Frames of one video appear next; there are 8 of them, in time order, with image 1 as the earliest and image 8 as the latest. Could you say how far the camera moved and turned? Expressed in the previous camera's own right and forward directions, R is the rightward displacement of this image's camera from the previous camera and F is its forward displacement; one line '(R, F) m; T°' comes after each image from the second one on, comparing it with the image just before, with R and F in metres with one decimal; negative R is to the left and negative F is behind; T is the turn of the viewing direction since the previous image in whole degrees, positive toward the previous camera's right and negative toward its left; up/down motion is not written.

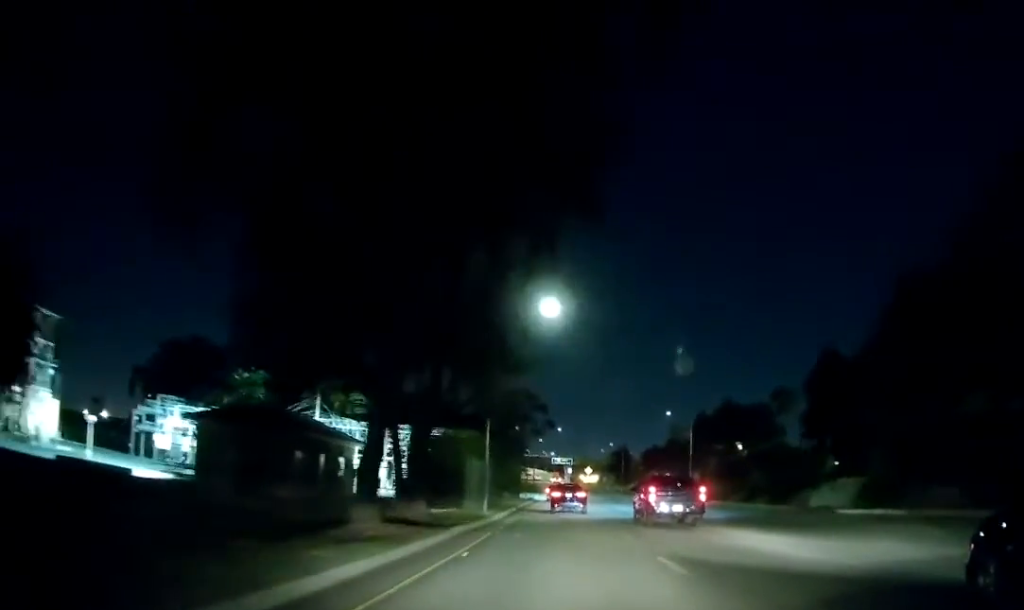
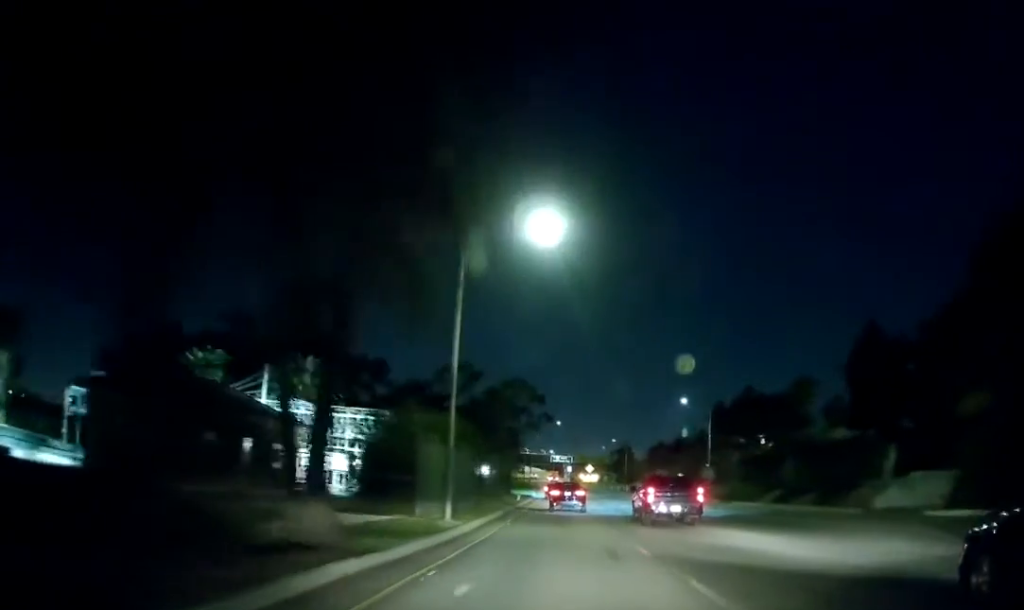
(+0.4, +11.3) m; +1°
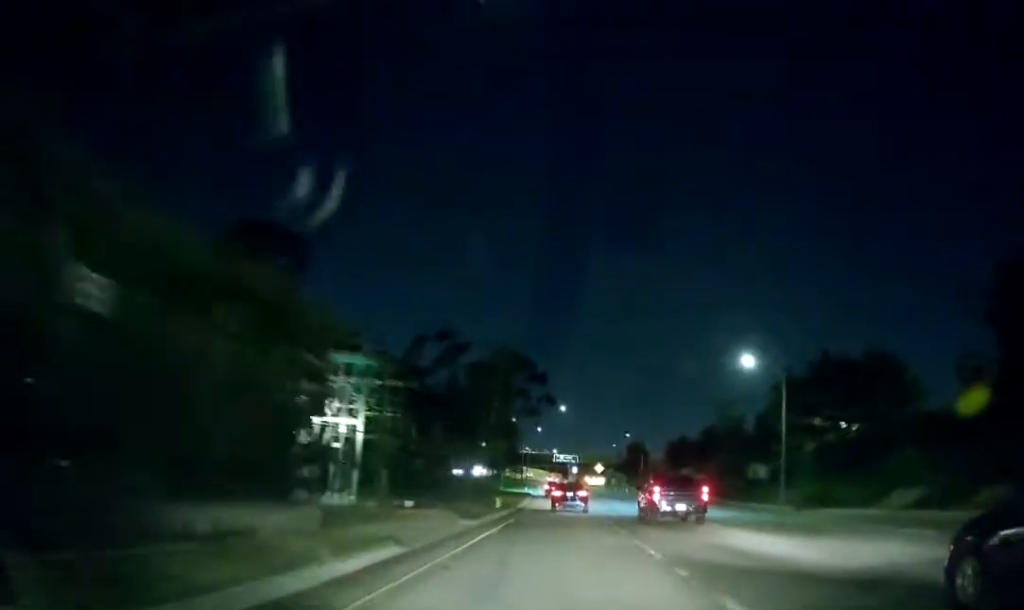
(+0.3, +23.5) m; +1°
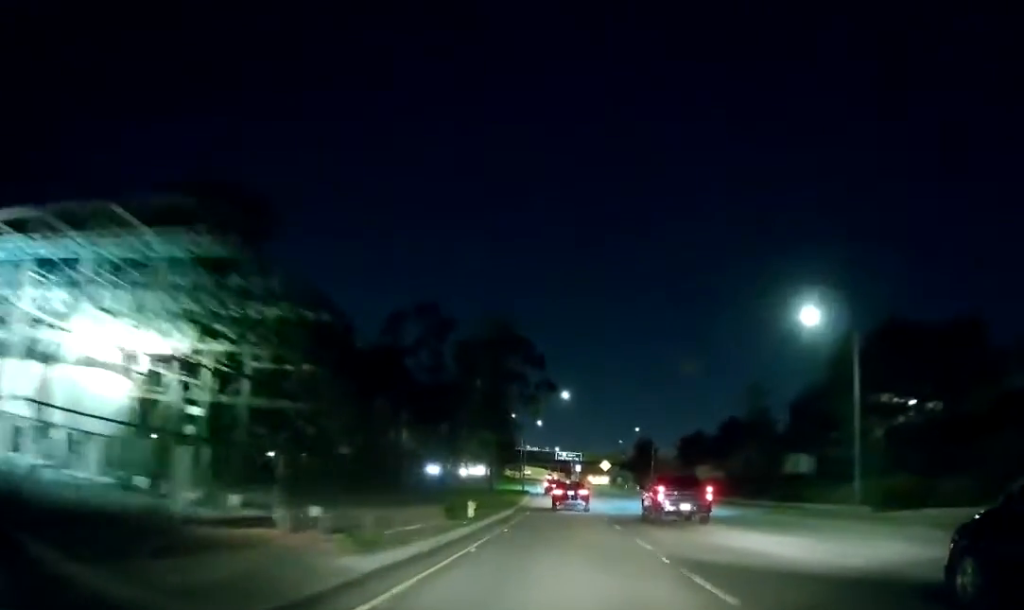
(0.0, +12.2) m; 0°
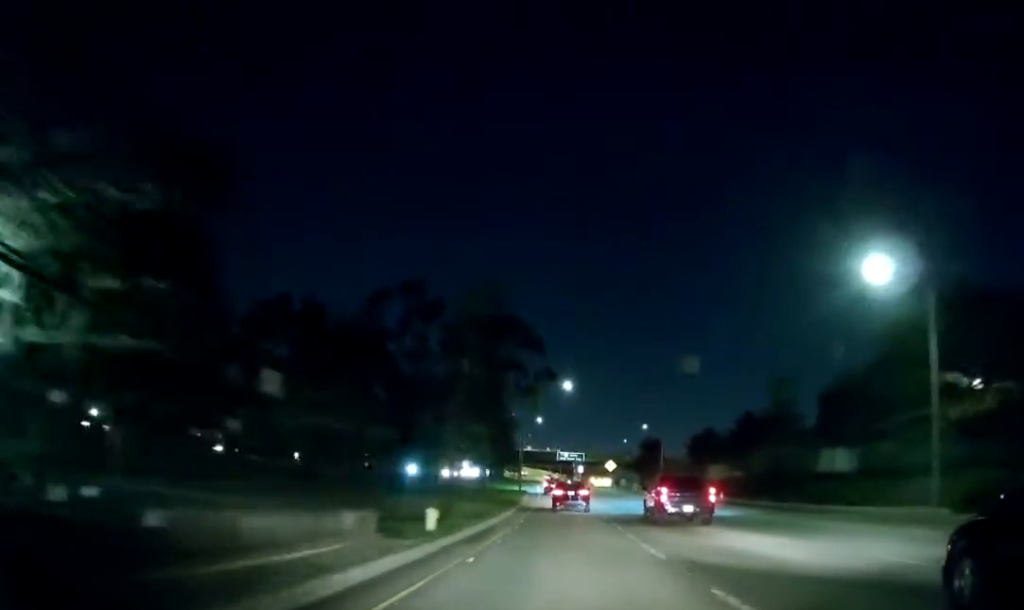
(0.0, +8.8) m; 0°
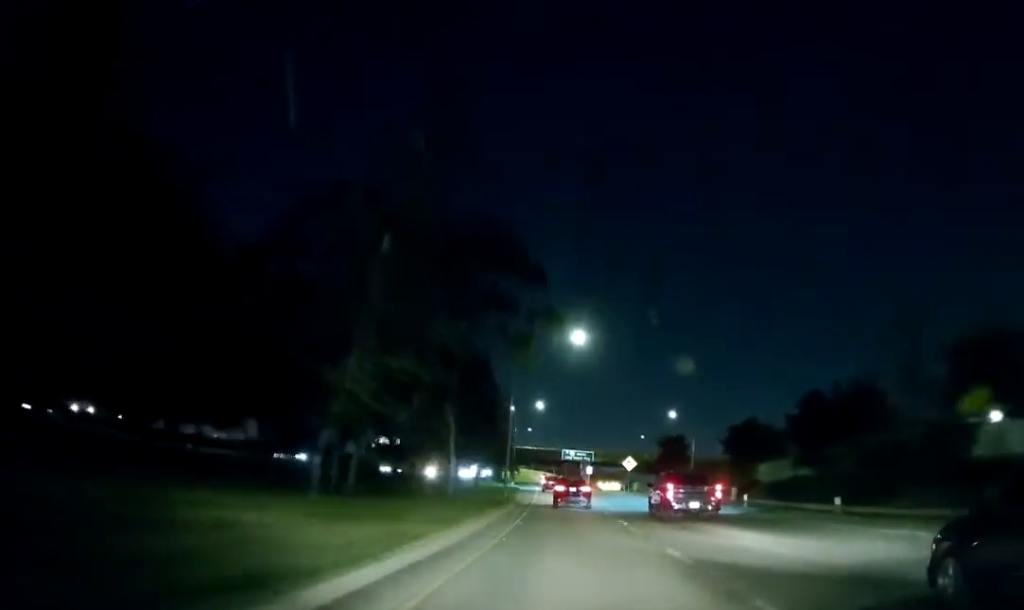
(-0.2, +23.1) m; -2°
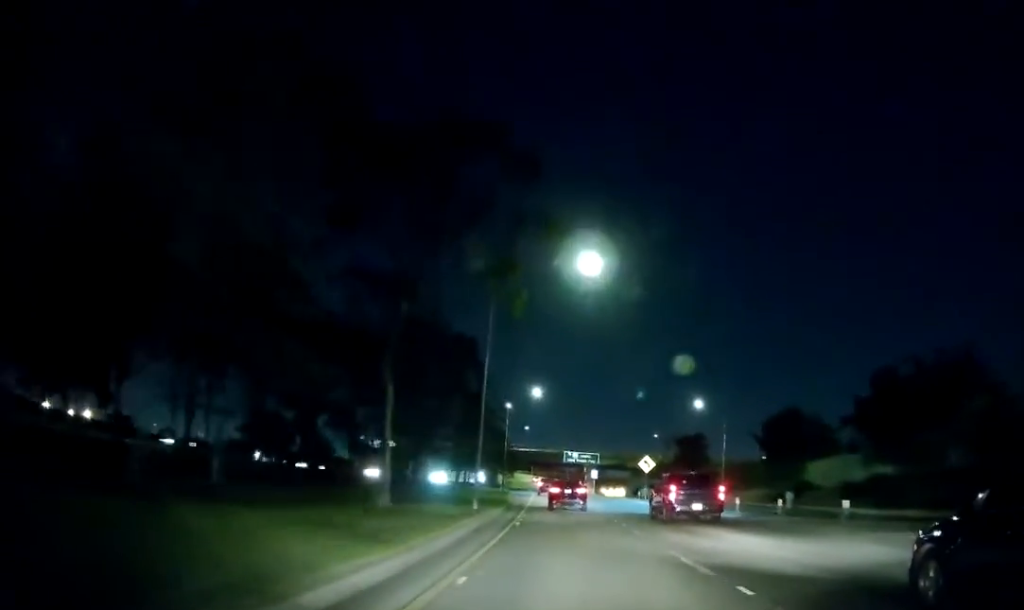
(-0.5, +15.8) m; 0°
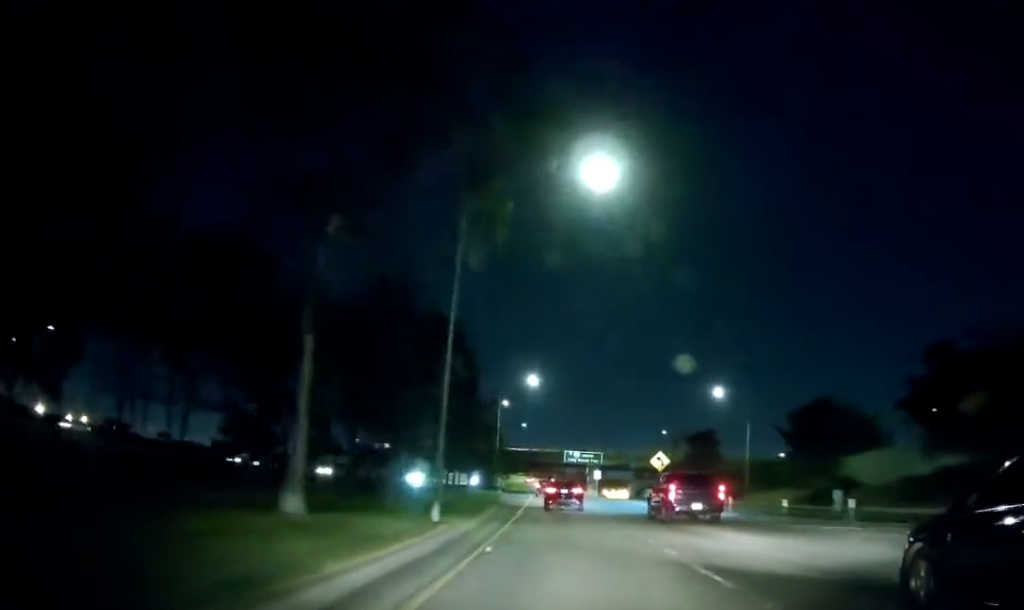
(+0.1, +9.7) m; 0°
